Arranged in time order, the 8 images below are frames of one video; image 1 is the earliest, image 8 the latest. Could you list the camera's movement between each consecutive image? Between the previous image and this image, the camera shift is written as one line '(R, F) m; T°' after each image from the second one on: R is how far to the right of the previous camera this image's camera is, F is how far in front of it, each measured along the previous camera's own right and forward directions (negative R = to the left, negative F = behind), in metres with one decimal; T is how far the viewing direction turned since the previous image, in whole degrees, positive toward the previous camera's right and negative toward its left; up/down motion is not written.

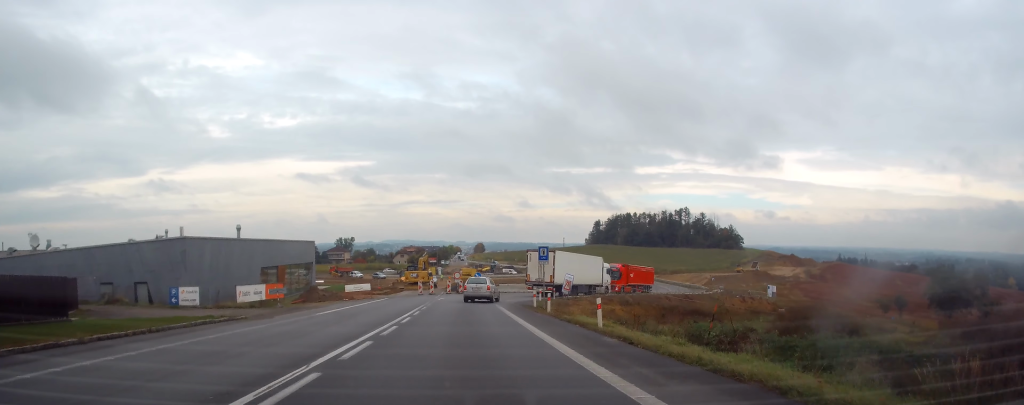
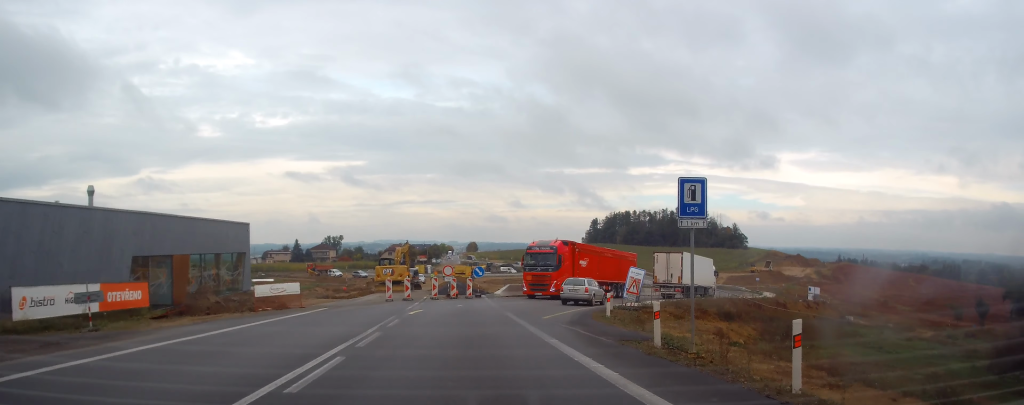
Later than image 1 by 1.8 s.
(-0.2, +20.7) m; +1°
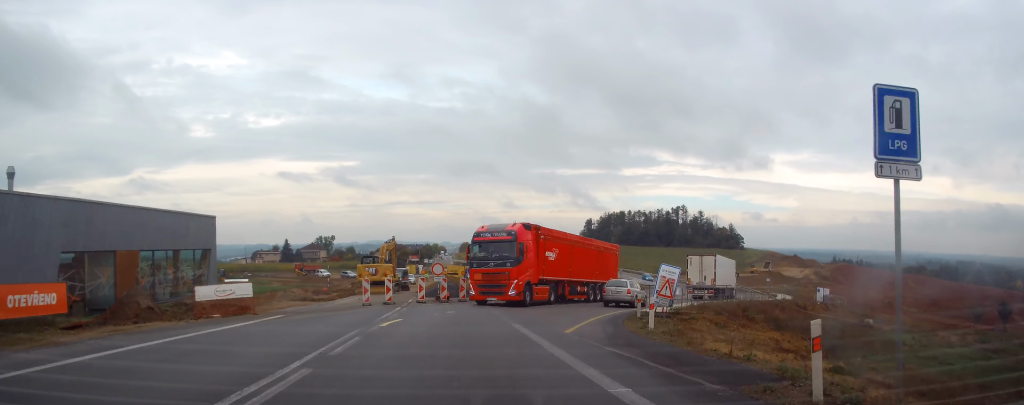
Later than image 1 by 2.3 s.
(+0.1, +5.9) m; +1°
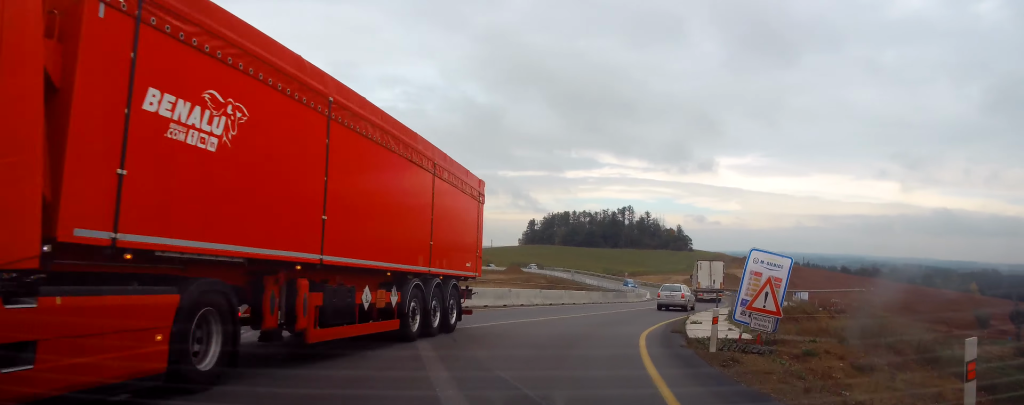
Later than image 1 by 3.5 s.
(+0.1, +12.7) m; +4°
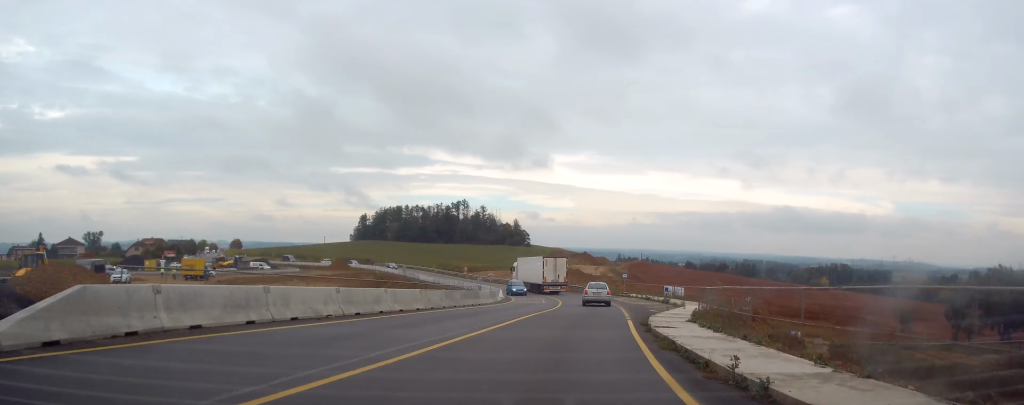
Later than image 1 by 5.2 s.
(+1.7, +15.8) m; +13°
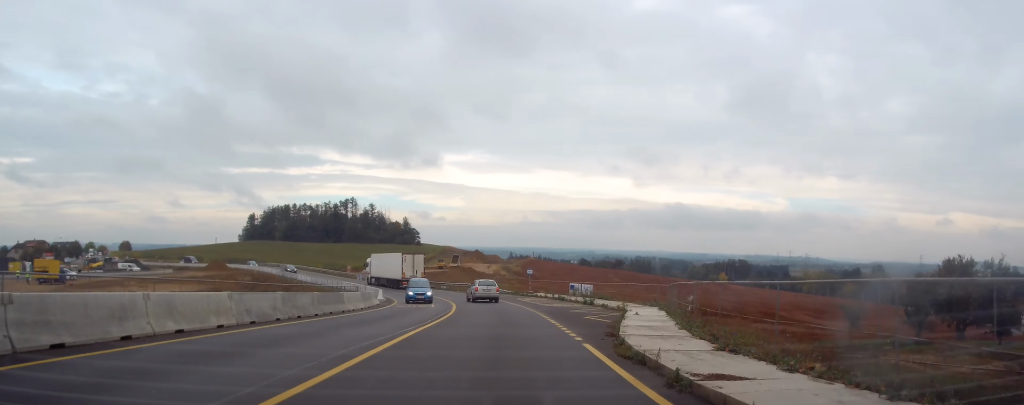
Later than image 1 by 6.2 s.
(+0.8, +9.7) m; +9°
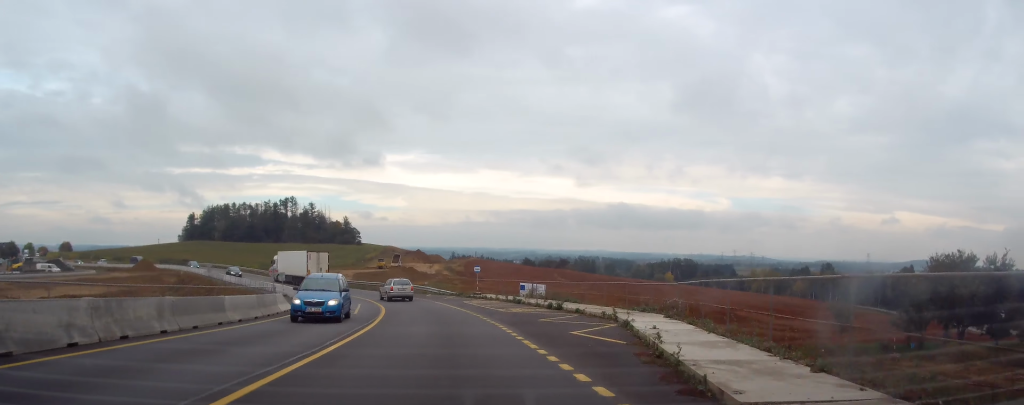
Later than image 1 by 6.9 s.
(+0.5, +7.6) m; +5°
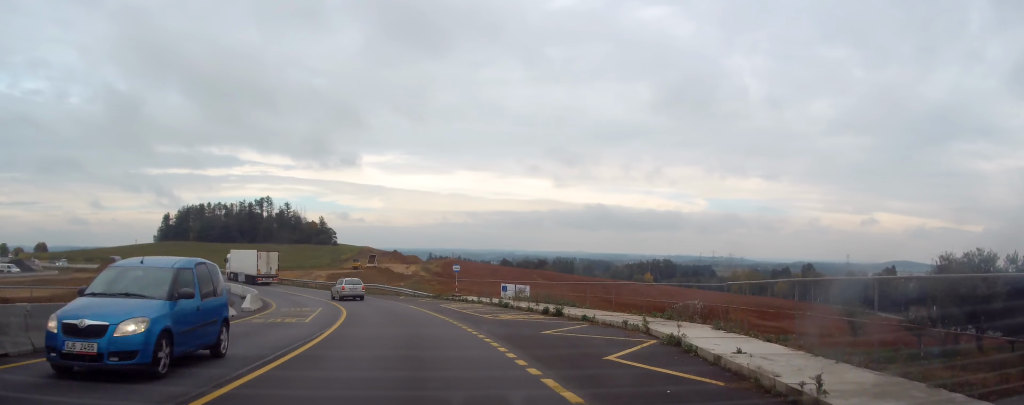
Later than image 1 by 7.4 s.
(+0.1, +5.0) m; +2°
